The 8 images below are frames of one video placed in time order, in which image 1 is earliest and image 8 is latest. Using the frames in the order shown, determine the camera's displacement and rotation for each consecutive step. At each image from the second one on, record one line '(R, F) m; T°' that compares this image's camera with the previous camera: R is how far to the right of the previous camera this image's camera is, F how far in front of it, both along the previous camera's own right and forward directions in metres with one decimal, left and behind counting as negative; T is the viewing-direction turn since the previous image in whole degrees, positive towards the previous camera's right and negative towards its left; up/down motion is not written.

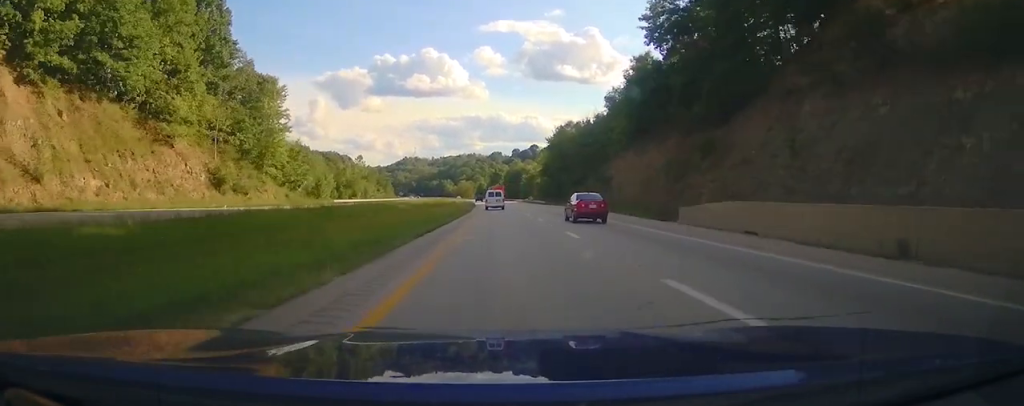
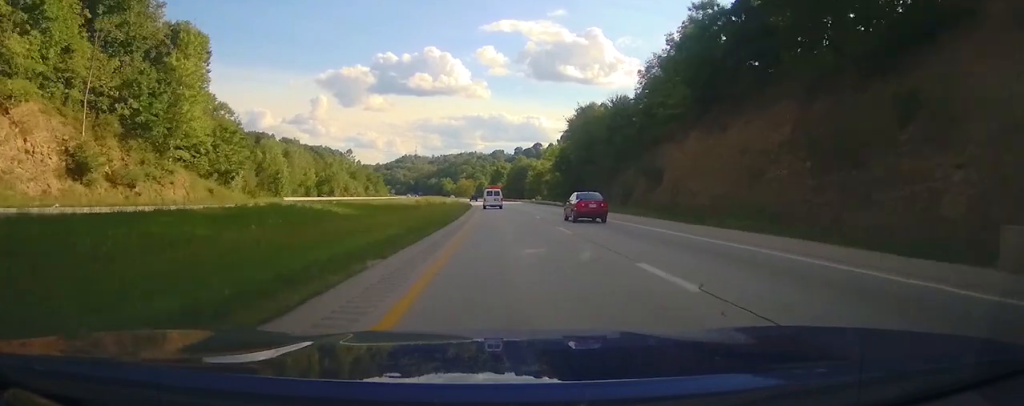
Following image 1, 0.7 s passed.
(0.0, +22.4) m; 0°
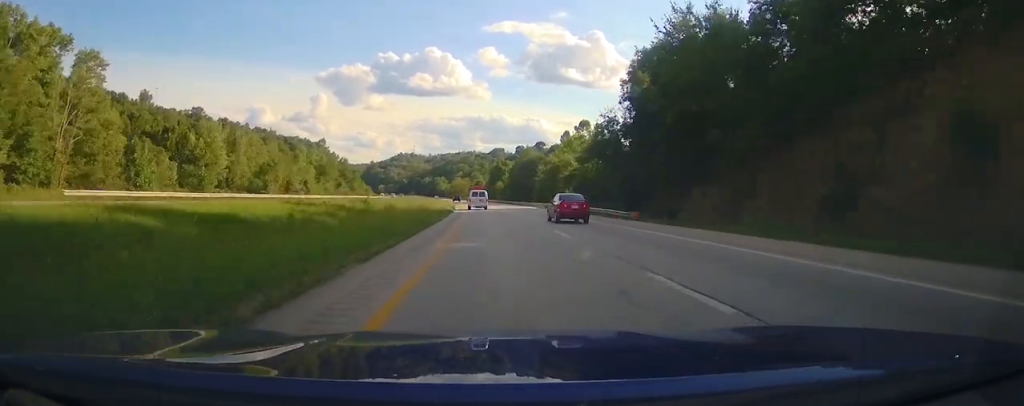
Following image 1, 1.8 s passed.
(+0.1, +38.1) m; 0°
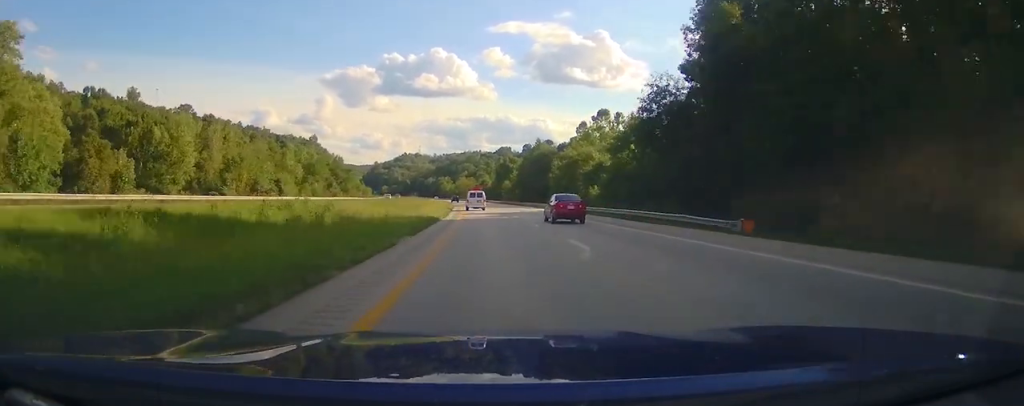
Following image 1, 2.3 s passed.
(0.0, +16.8) m; 0°
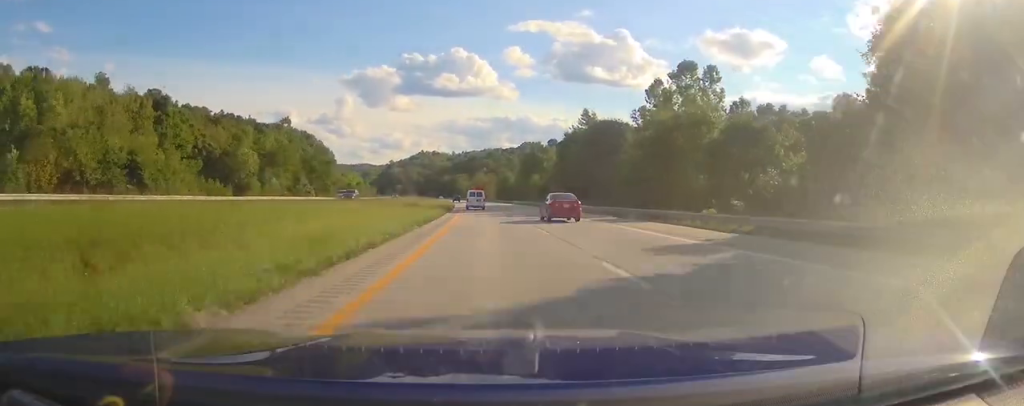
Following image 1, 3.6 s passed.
(0.0, +42.6) m; -2°
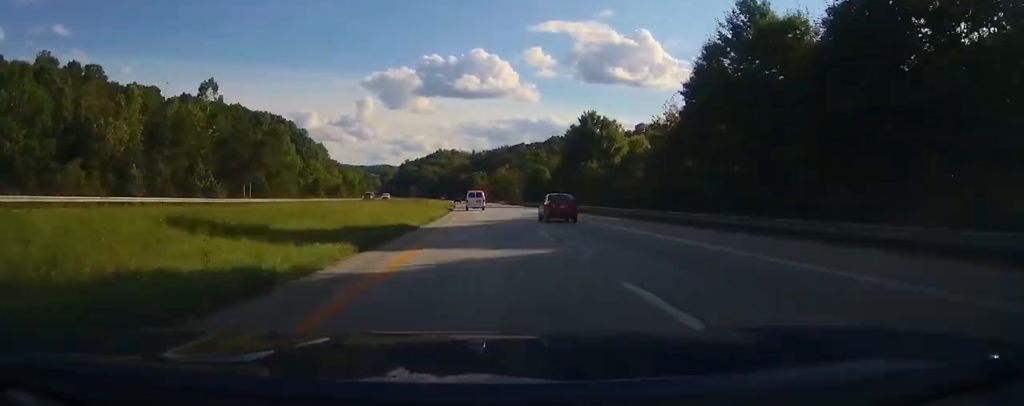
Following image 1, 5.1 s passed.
(-3.1, +51.6) m; -6°
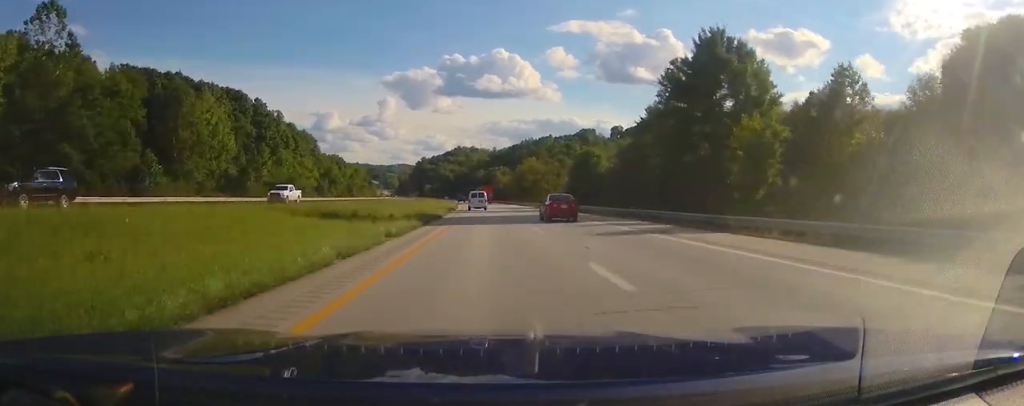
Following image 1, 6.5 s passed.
(-0.1, +46.3) m; 0°
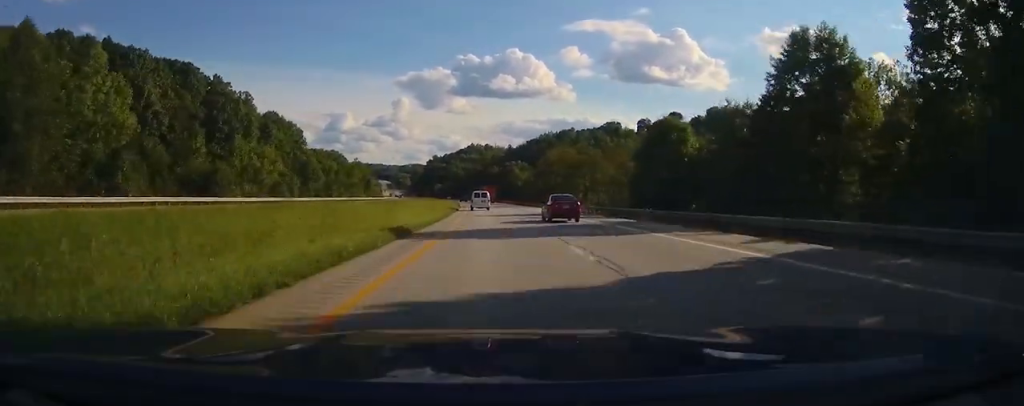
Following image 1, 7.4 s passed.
(0.0, +32.8) m; 0°
